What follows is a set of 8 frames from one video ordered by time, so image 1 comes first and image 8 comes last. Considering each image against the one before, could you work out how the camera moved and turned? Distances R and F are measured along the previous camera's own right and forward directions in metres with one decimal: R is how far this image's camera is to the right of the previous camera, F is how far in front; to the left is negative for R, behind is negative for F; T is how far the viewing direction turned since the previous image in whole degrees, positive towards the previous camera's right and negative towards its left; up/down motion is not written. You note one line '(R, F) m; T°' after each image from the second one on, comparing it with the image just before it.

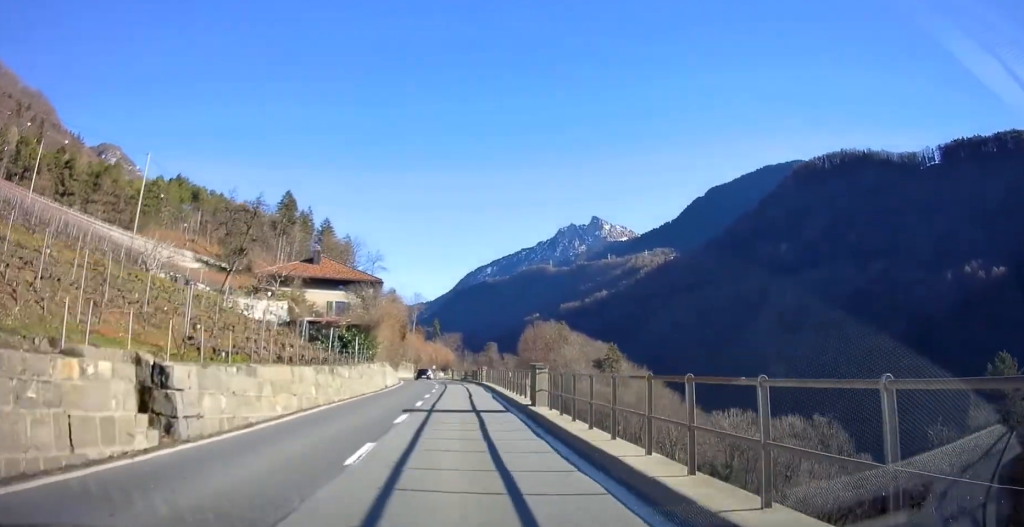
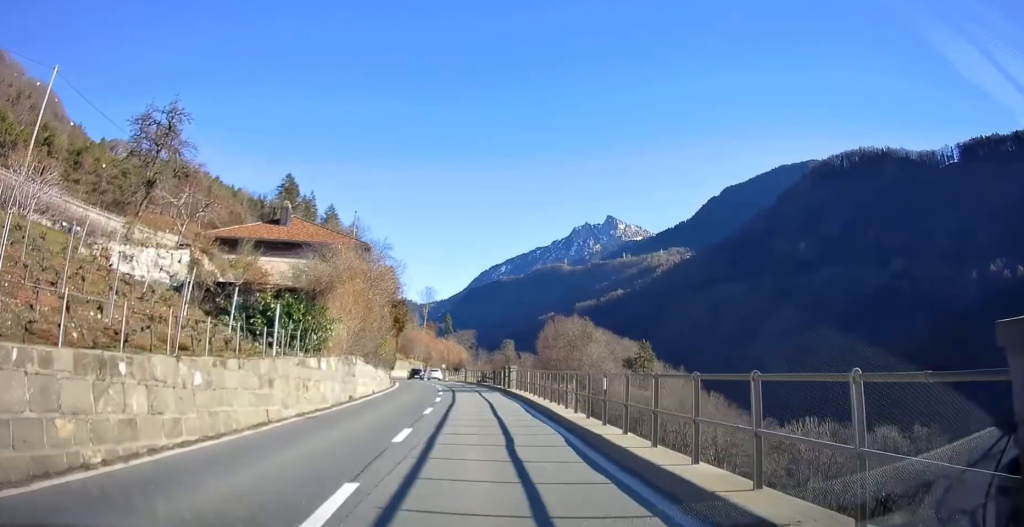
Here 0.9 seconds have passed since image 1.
(-0.2, +14.7) m; -2°
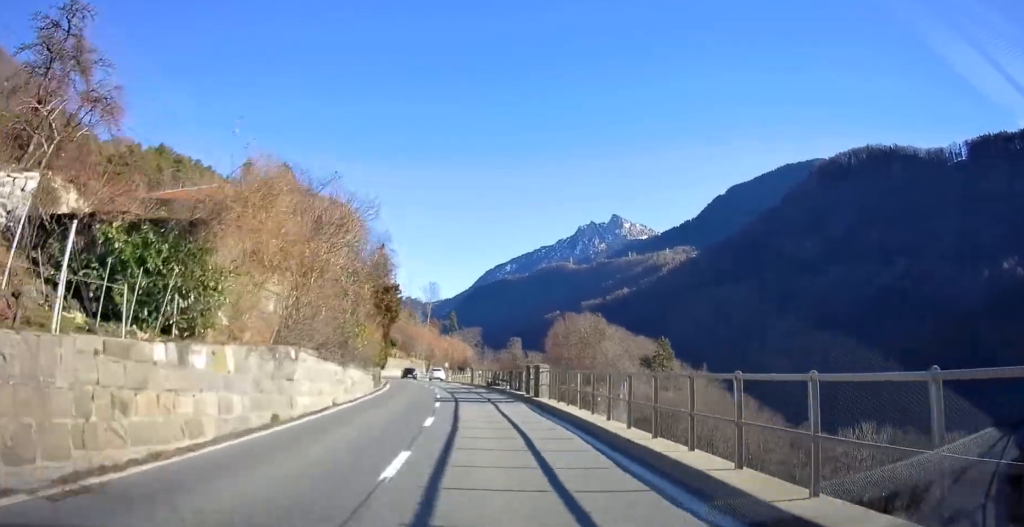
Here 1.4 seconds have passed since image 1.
(-0.2, +9.2) m; -1°
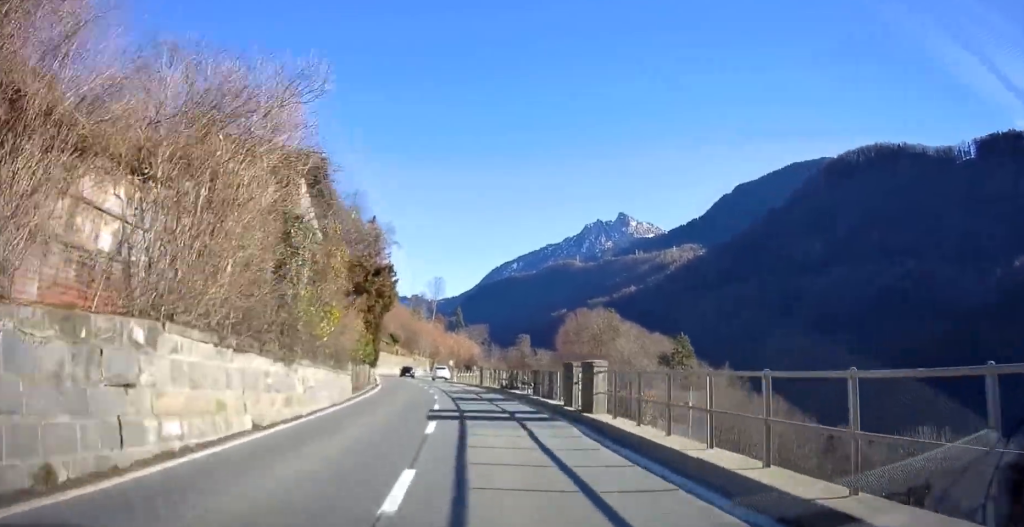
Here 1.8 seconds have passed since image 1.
(-0.1, +7.5) m; -1°
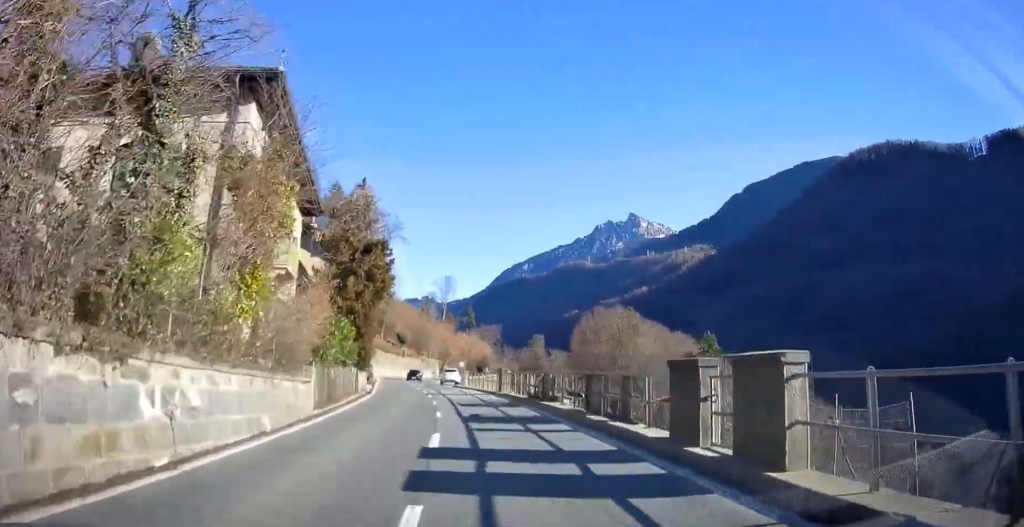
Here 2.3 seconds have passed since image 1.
(0.0, +8.0) m; 0°
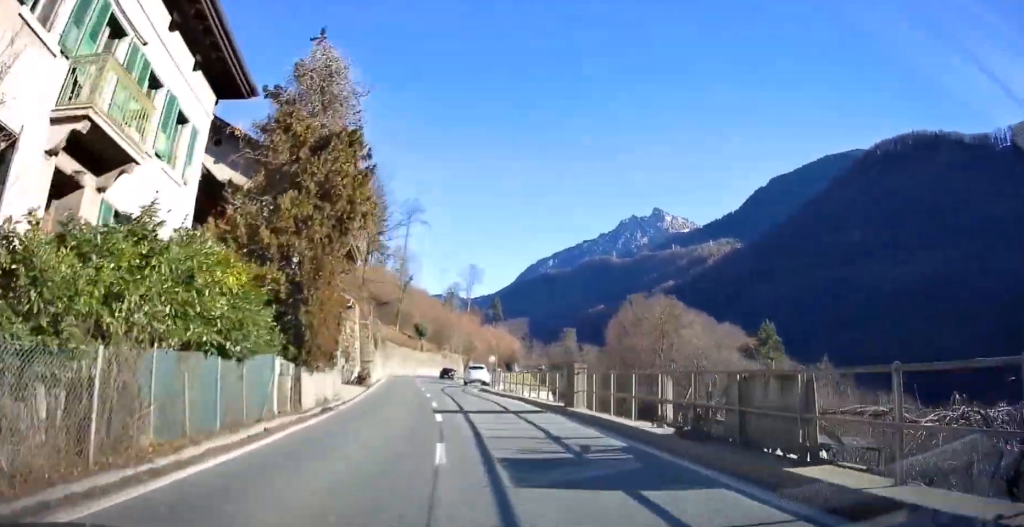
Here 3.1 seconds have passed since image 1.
(0.0, +13.1) m; -1°
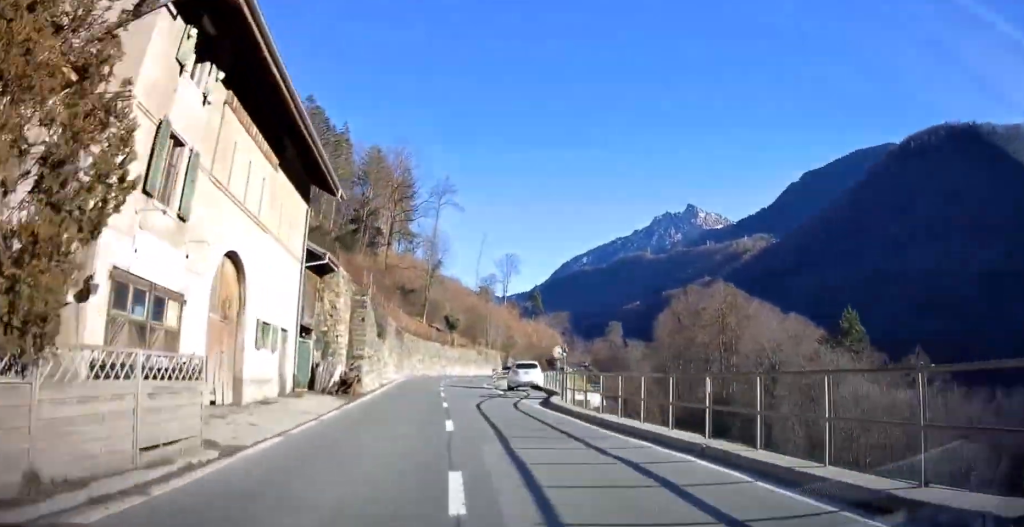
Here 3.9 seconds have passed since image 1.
(-0.1, +14.2) m; -2°
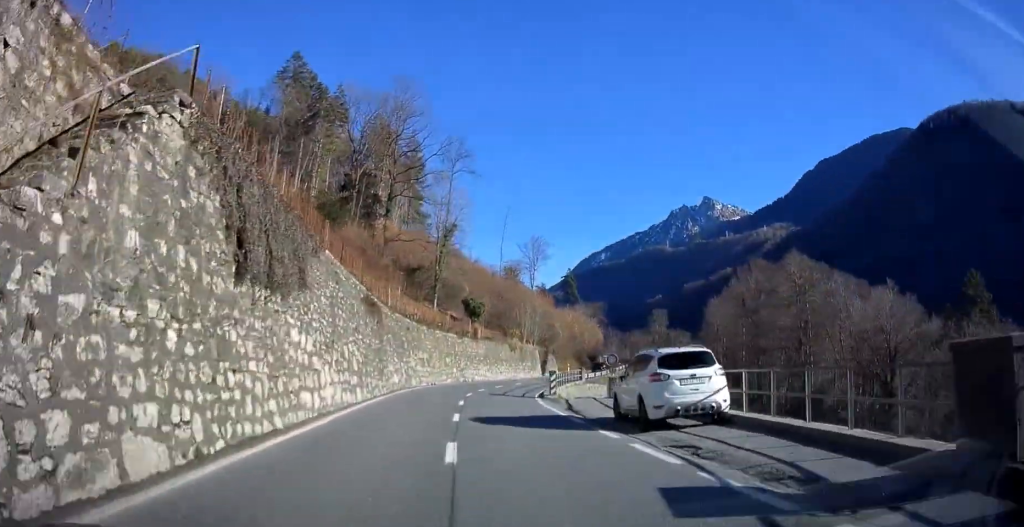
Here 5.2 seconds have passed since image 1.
(-0.9, +21.5) m; -4°
